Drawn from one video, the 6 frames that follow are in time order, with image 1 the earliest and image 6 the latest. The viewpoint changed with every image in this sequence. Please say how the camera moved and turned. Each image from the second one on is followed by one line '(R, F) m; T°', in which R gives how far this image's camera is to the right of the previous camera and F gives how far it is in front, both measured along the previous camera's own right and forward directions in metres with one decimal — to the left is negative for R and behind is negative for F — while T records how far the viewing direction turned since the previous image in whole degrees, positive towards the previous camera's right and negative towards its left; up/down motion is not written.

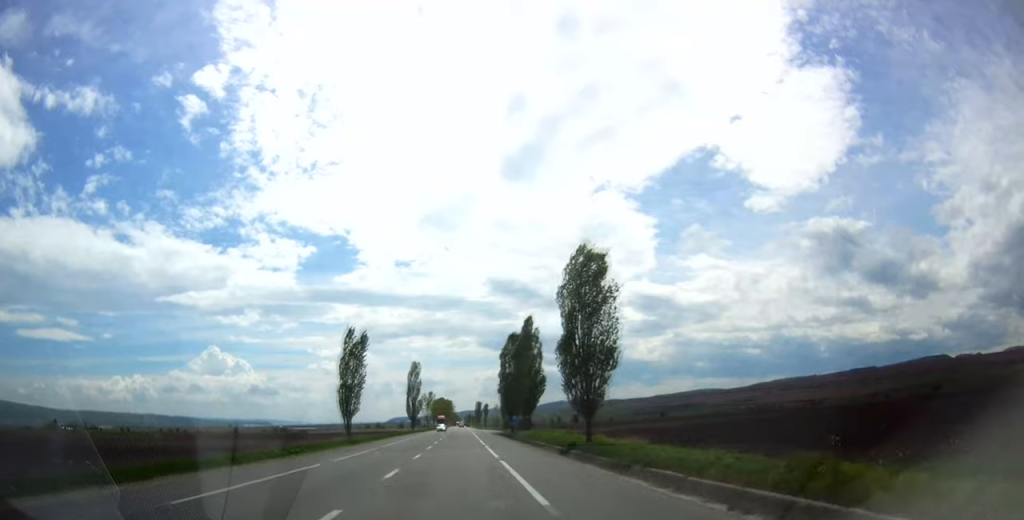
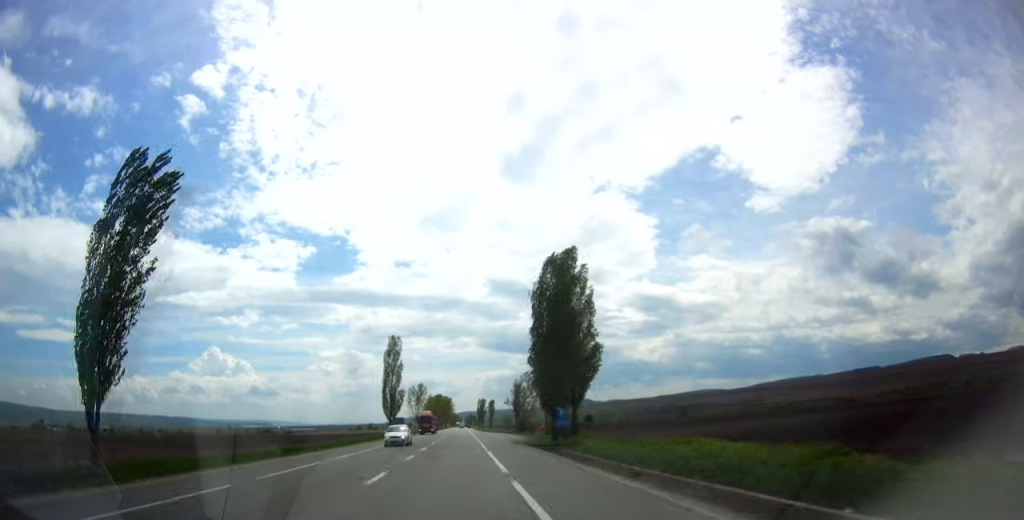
(-0.1, +38.7) m; 0°
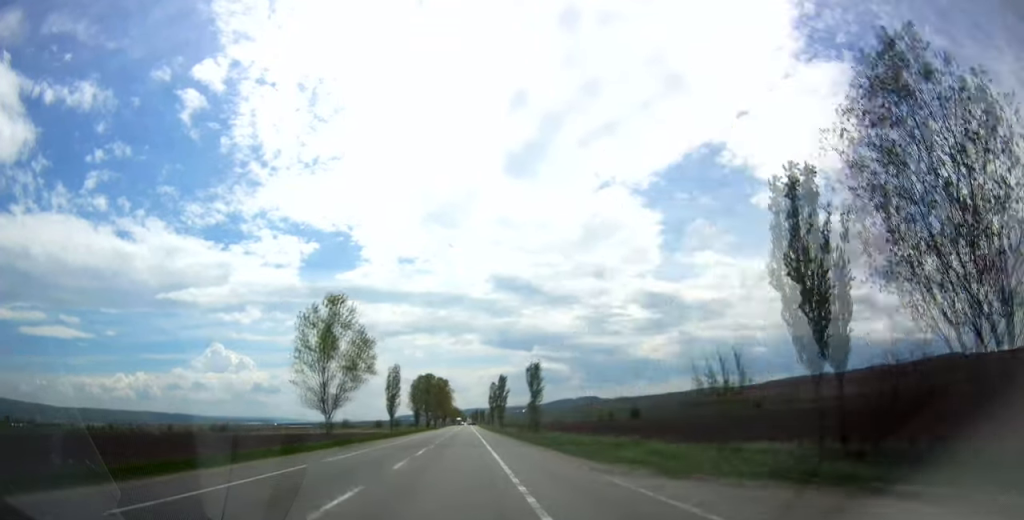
(0.0, +96.2) m; 0°
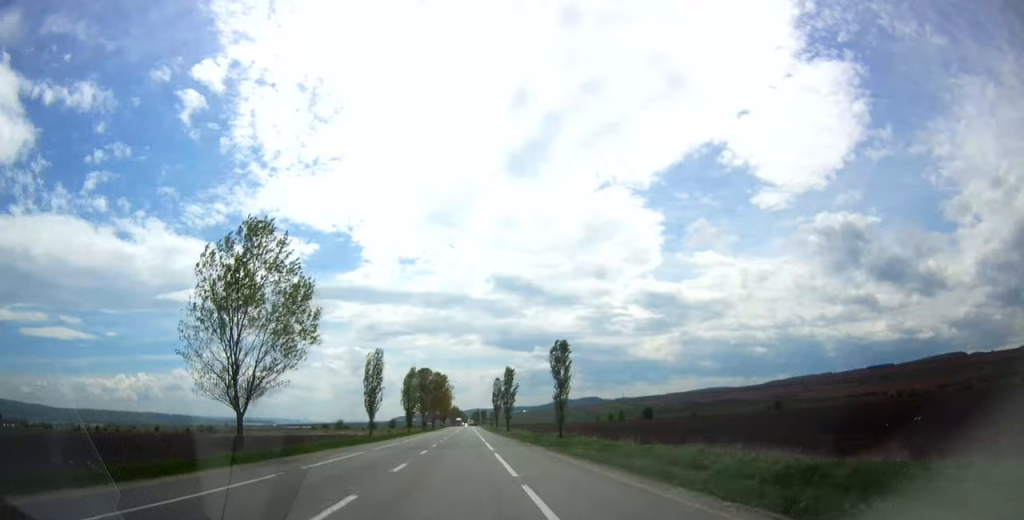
(-0.1, +18.6) m; -1°
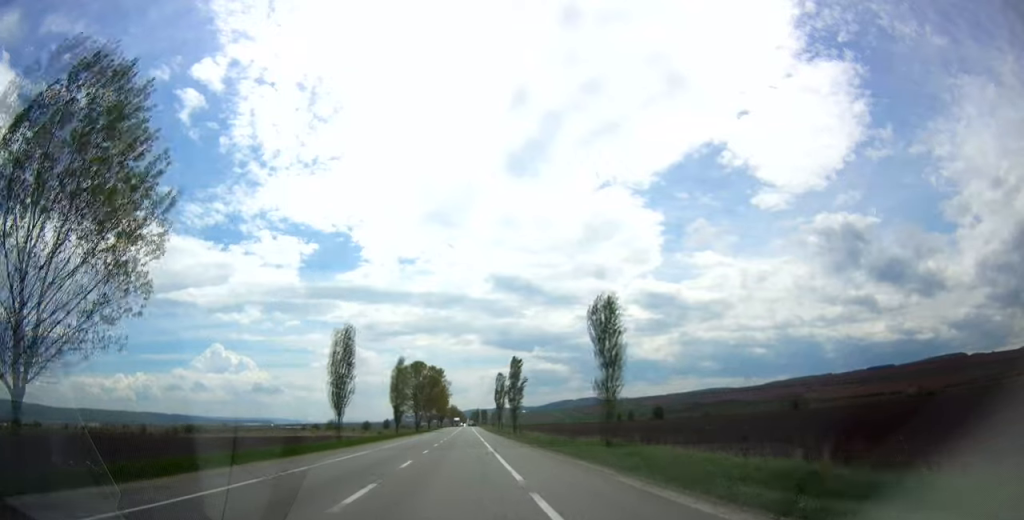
(-0.2, +16.3) m; 0°
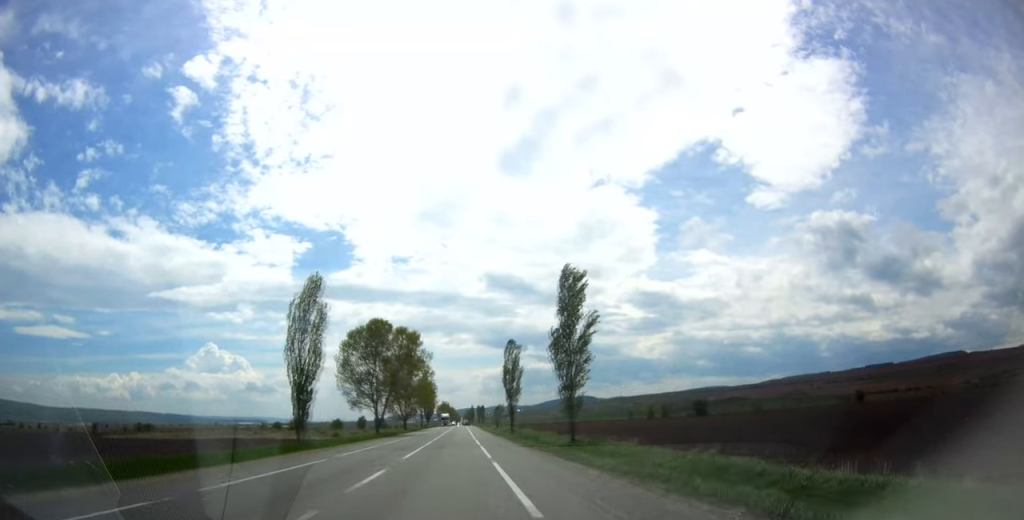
(+0.2, +49.4) m; 0°
